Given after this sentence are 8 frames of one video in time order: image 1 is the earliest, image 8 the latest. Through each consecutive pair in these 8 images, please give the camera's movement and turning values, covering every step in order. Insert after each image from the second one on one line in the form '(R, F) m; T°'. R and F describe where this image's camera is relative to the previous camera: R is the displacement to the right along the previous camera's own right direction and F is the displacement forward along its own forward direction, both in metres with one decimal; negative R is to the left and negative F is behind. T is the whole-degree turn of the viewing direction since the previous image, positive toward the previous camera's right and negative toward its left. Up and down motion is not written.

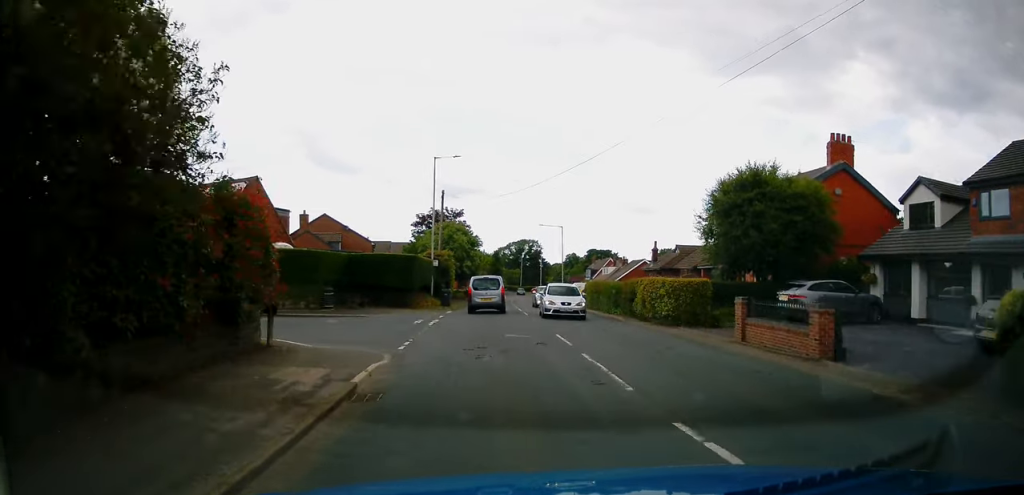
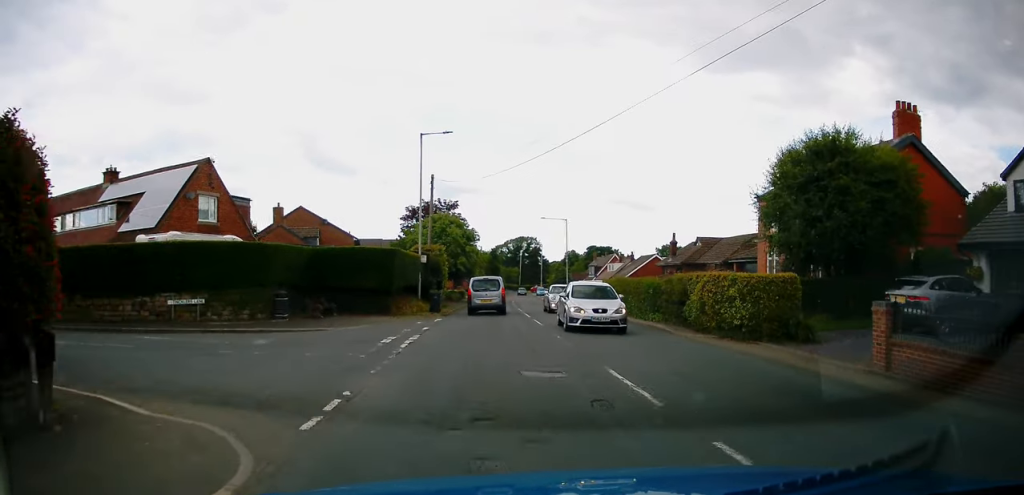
(-0.1, +6.5) m; -1°
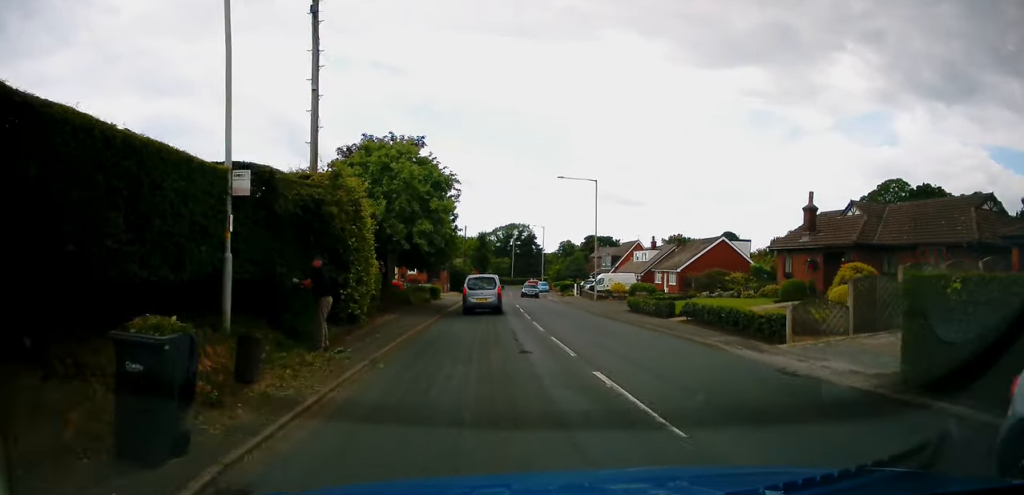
(+1.0, +25.7) m; +4°
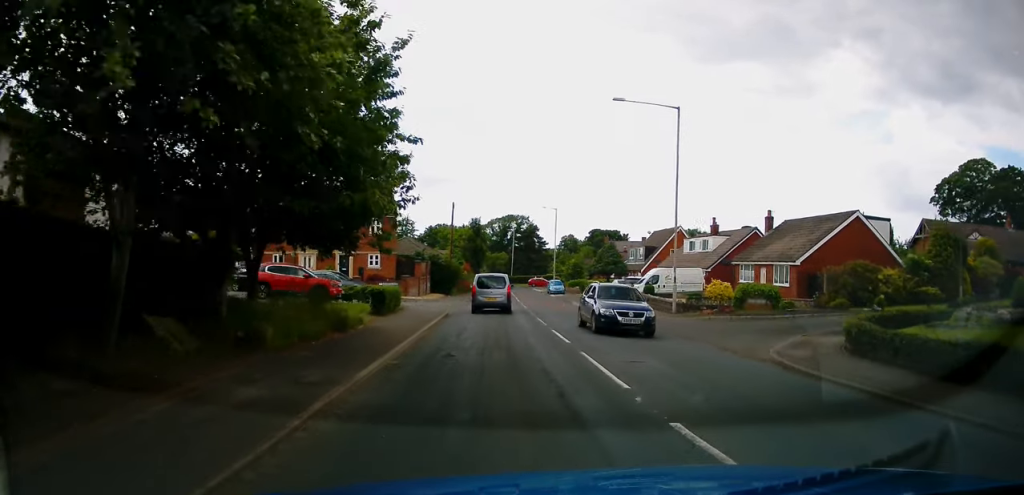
(-0.1, +21.0) m; 0°
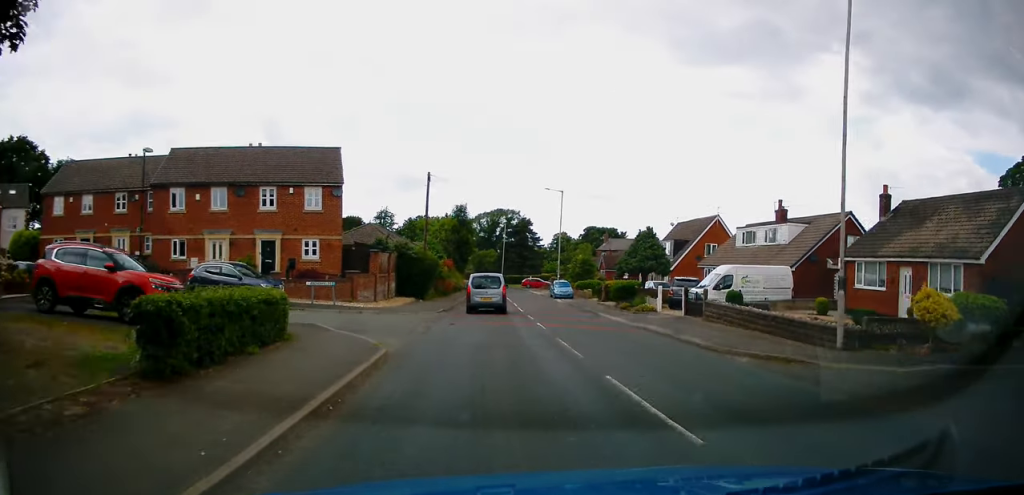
(-0.1, +14.4) m; 0°
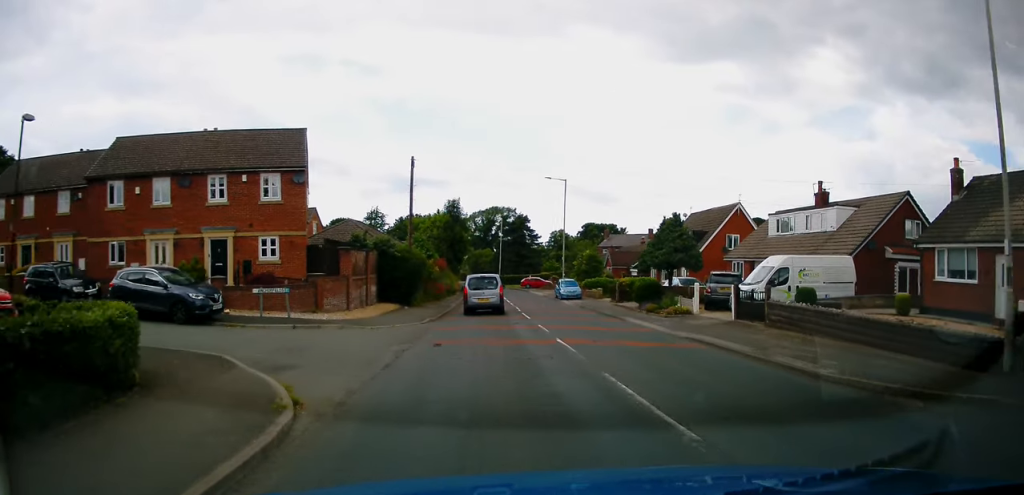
(0.0, +6.0) m; 0°
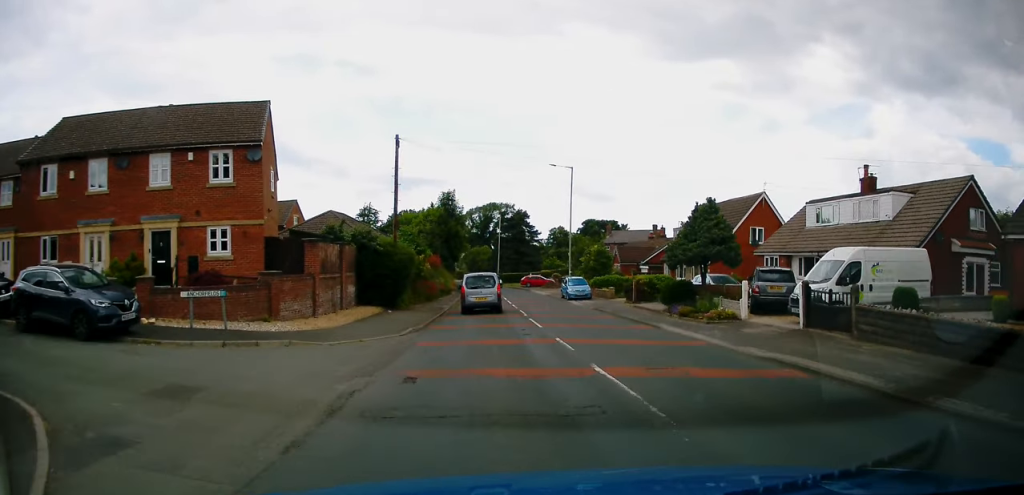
(+0.1, +5.0) m; +1°
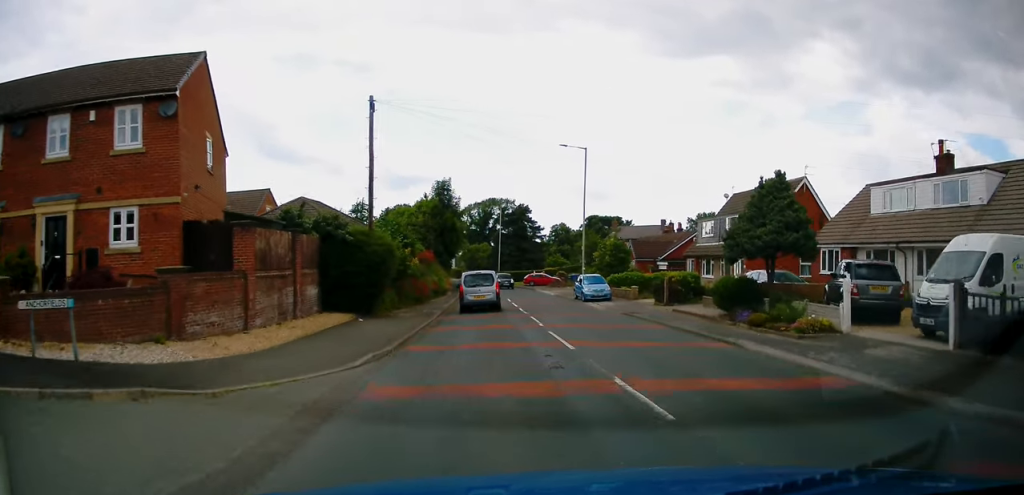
(0.0, +6.1) m; 0°
